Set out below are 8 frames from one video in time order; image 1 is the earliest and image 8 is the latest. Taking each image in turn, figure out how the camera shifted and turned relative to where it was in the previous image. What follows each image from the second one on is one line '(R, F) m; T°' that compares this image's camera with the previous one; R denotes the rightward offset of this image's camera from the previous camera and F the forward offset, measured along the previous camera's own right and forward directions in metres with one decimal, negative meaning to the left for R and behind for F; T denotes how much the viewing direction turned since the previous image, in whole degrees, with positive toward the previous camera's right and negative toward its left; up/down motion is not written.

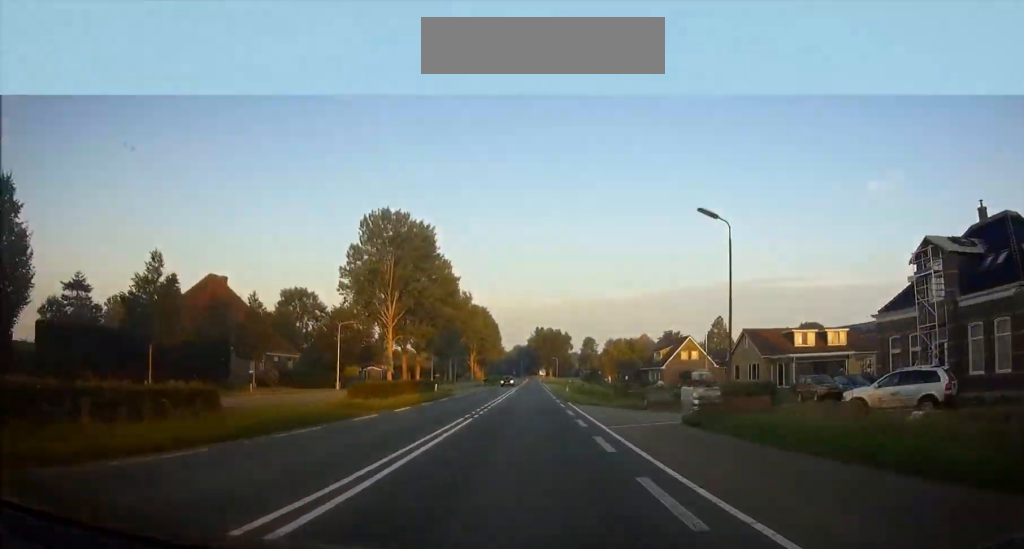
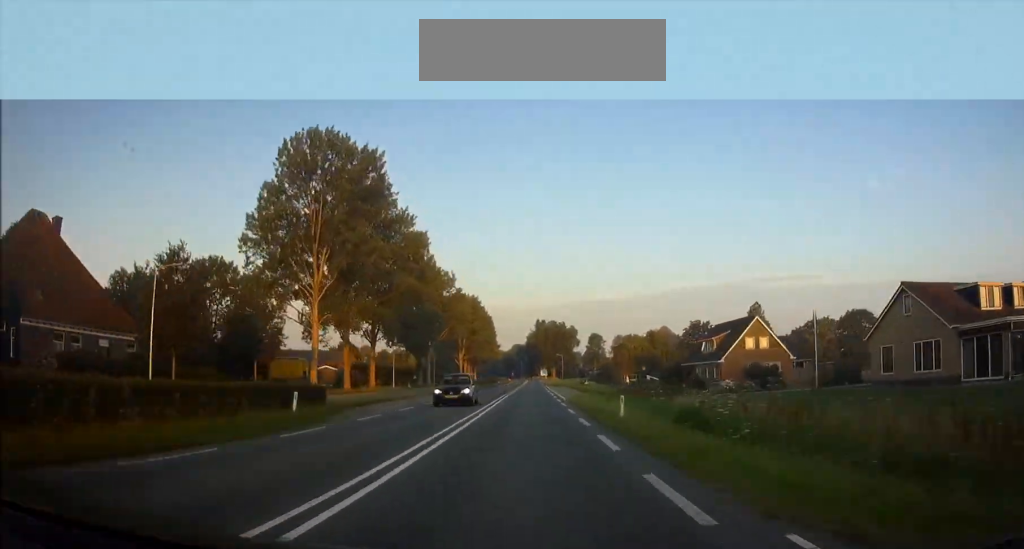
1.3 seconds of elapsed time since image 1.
(-0.3, +29.9) m; -1°
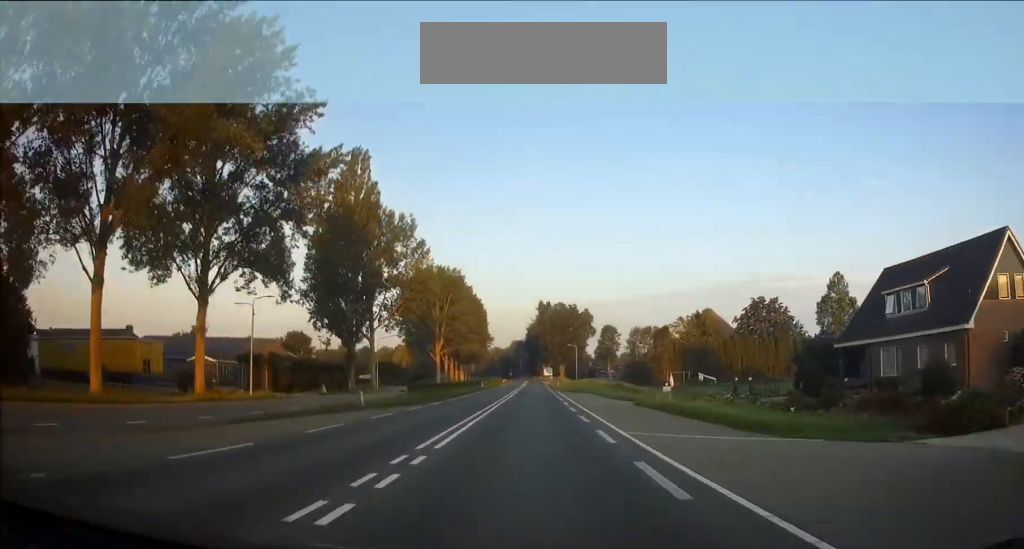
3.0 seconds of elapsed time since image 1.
(-0.3, +40.8) m; 0°
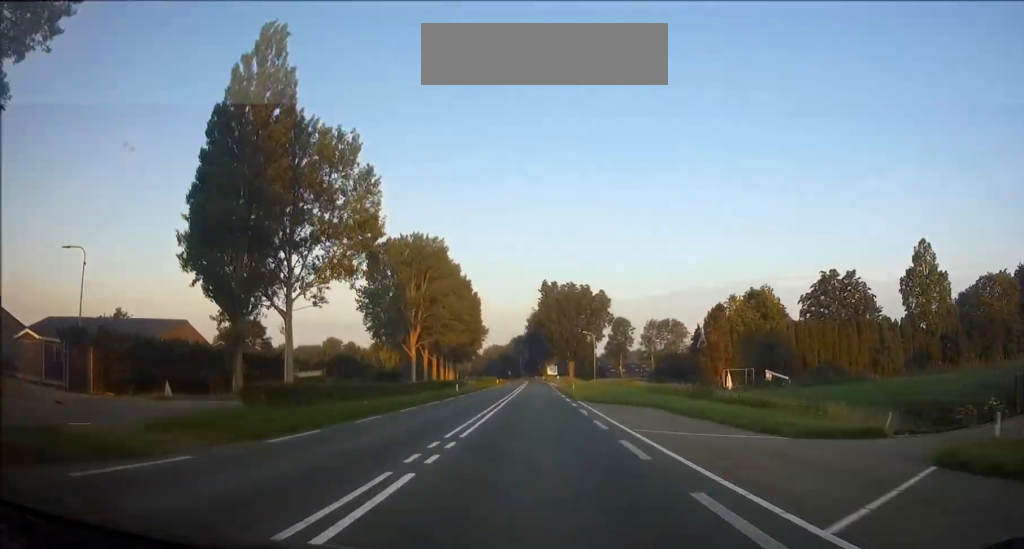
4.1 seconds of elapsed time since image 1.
(-0.1, +26.7) m; 0°
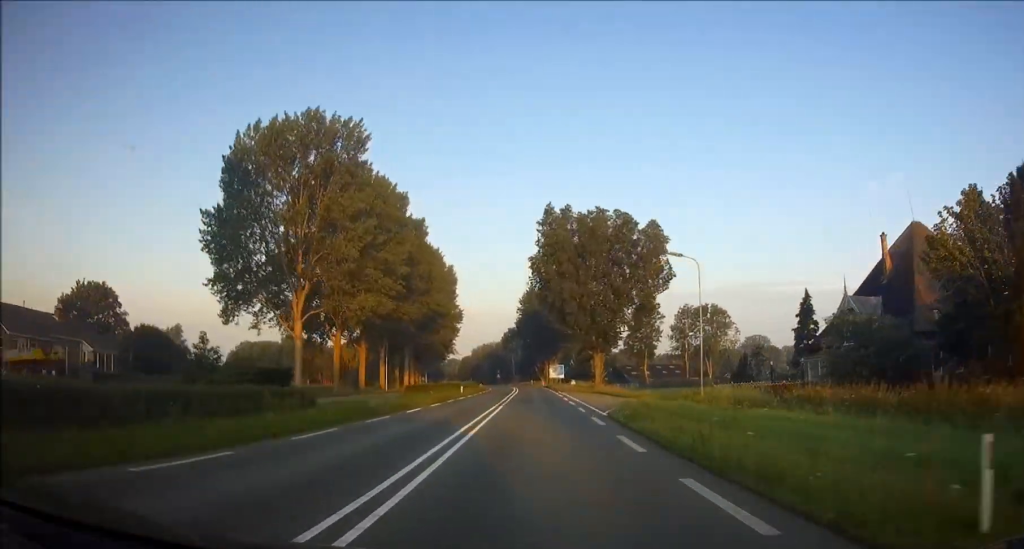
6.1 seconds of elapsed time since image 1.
(+0.3, +47.2) m; 0°
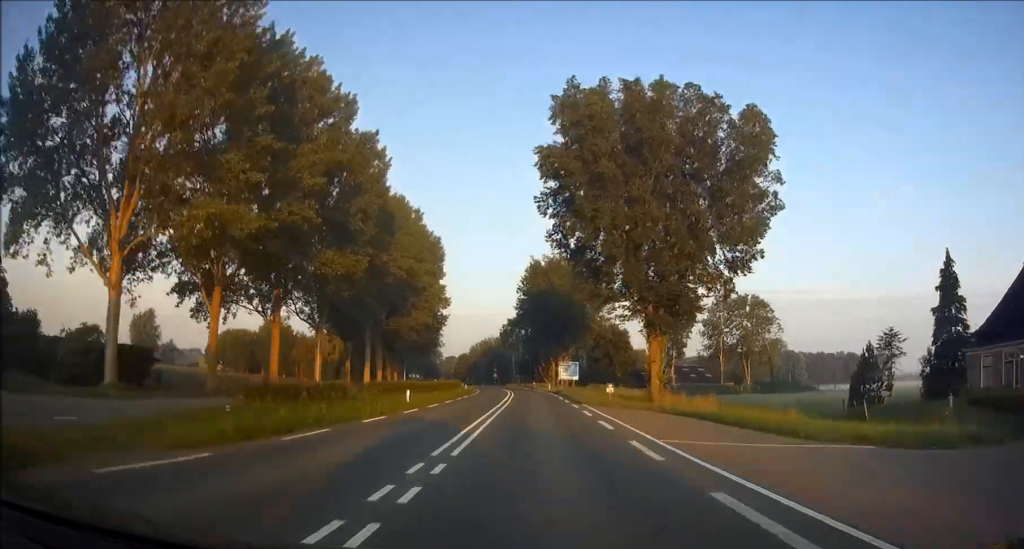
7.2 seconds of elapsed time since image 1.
(+0.1, +25.3) m; 0°
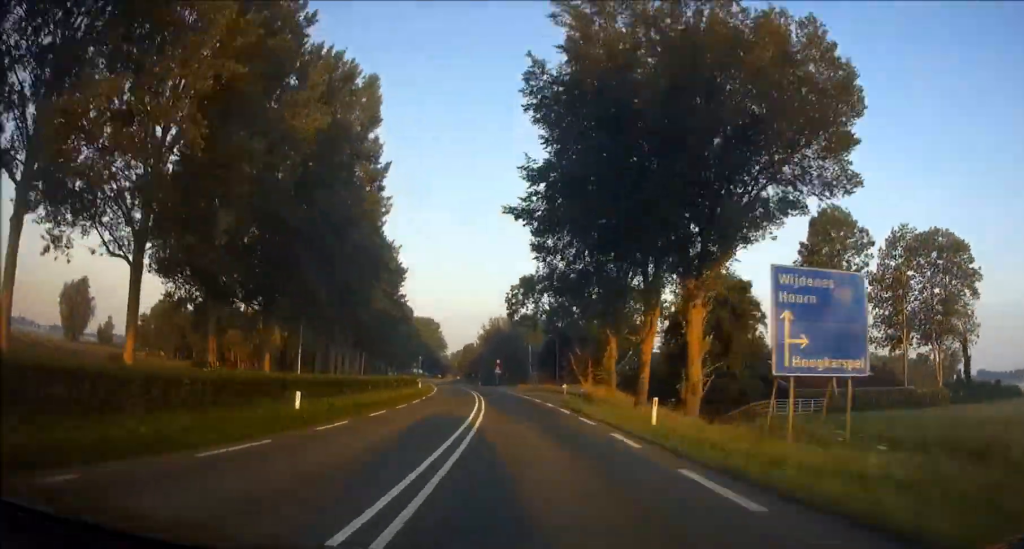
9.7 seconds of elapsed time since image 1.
(+0.2, +58.9) m; -2°
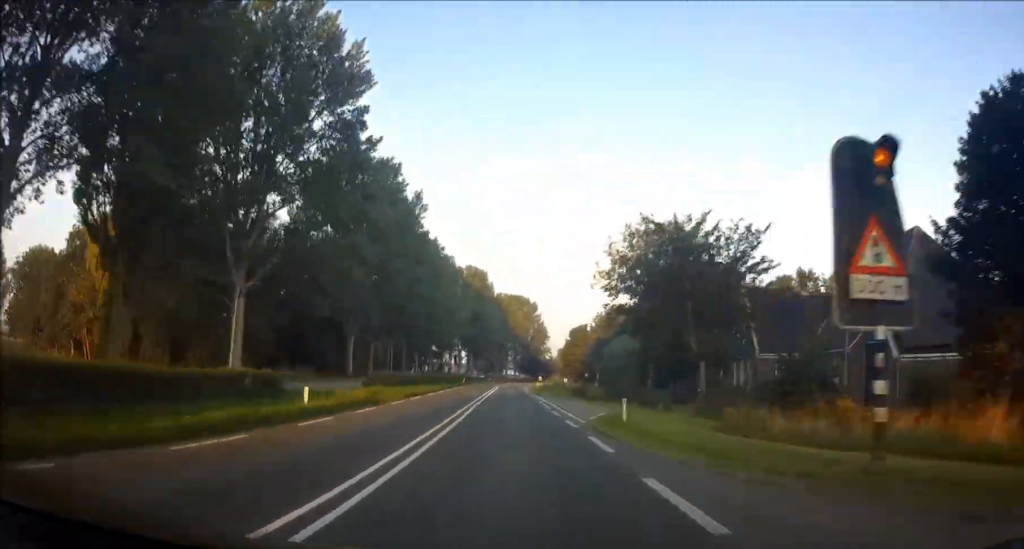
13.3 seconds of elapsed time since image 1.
(-6.5, +86.7) m; -8°
